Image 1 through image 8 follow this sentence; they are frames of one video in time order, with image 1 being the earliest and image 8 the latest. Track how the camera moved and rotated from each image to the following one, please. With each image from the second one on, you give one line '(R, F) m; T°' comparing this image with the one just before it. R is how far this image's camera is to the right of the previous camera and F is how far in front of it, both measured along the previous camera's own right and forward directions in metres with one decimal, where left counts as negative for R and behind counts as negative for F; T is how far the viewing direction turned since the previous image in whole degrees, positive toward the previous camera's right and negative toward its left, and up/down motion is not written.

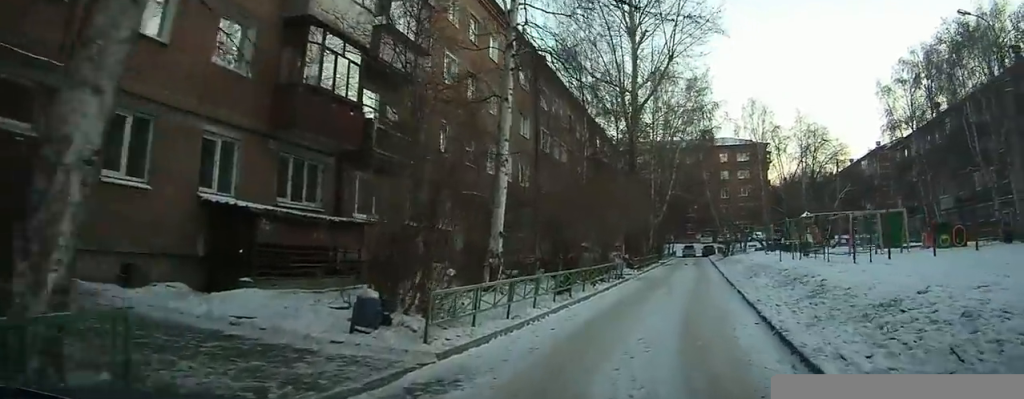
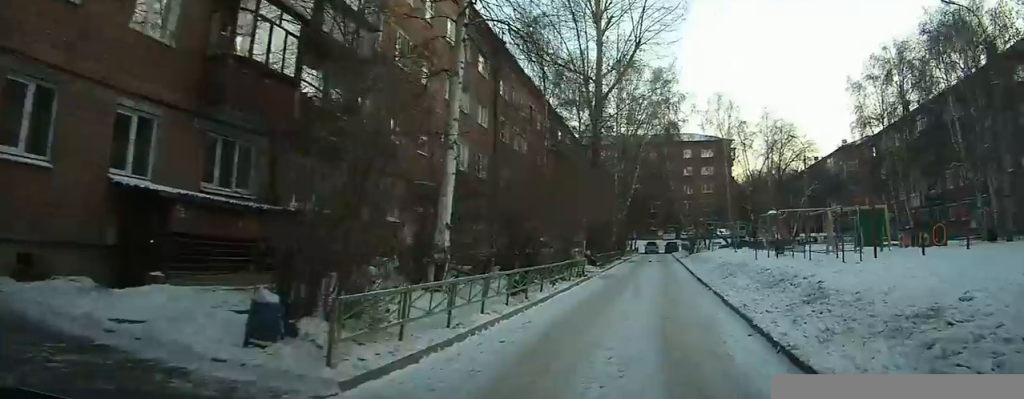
(0.0, +1.0) m; +1°
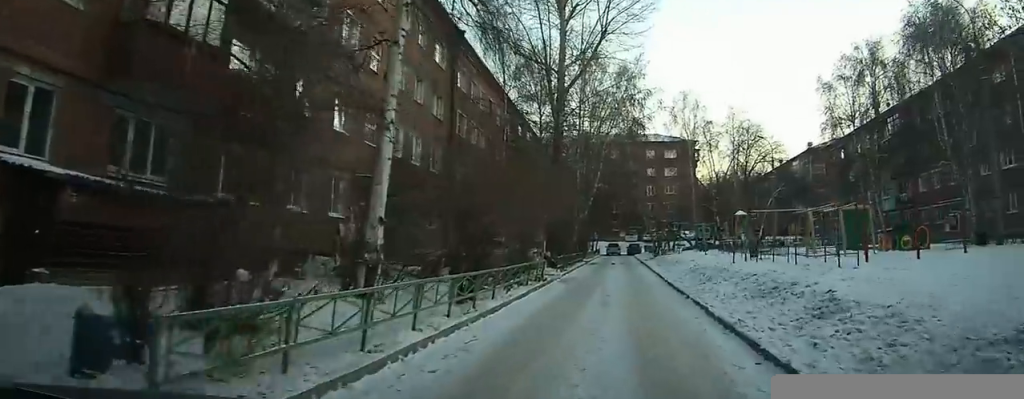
(0.0, +1.0) m; +1°
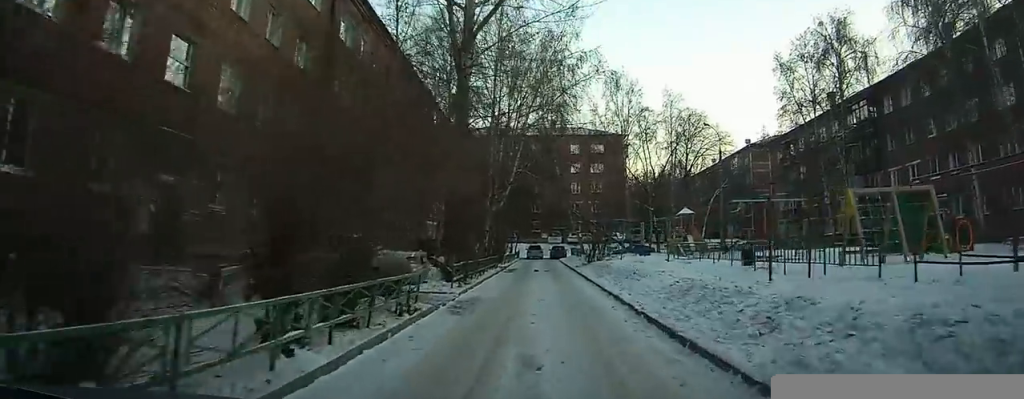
(+0.1, +5.6) m; +2°
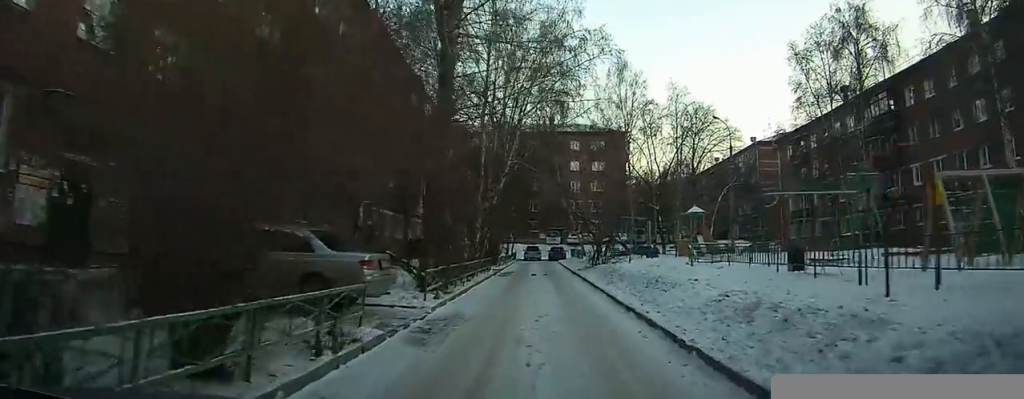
(0.0, +2.5) m; +1°
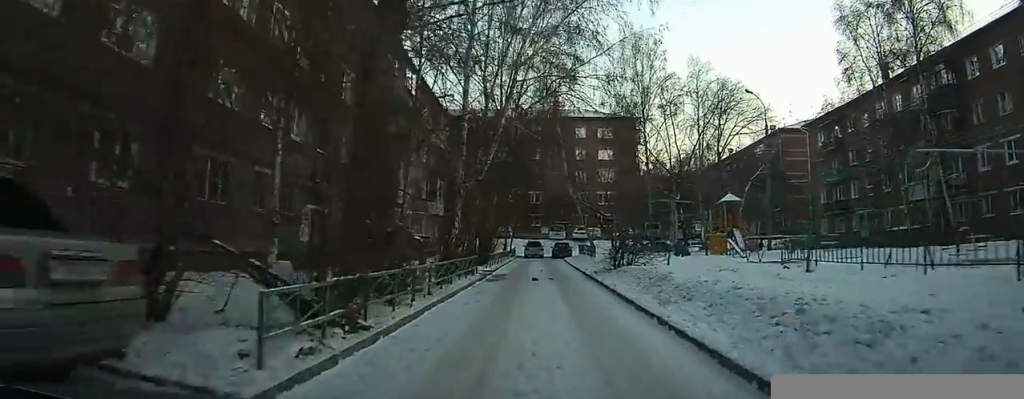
(+0.1, +6.2) m; +1°
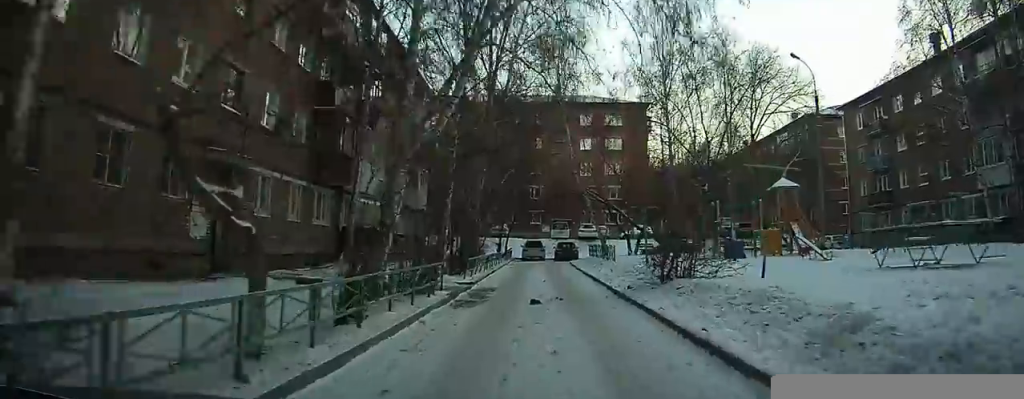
(0.0, +7.7) m; +1°
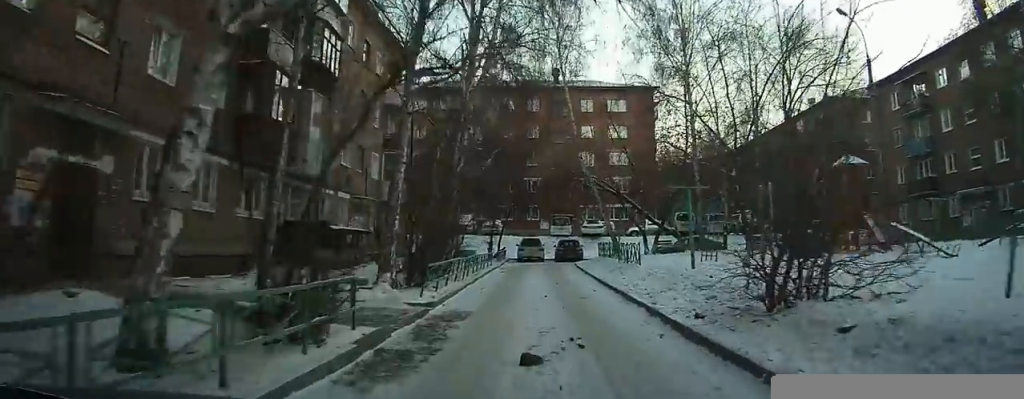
(0.0, +6.7) m; 0°
